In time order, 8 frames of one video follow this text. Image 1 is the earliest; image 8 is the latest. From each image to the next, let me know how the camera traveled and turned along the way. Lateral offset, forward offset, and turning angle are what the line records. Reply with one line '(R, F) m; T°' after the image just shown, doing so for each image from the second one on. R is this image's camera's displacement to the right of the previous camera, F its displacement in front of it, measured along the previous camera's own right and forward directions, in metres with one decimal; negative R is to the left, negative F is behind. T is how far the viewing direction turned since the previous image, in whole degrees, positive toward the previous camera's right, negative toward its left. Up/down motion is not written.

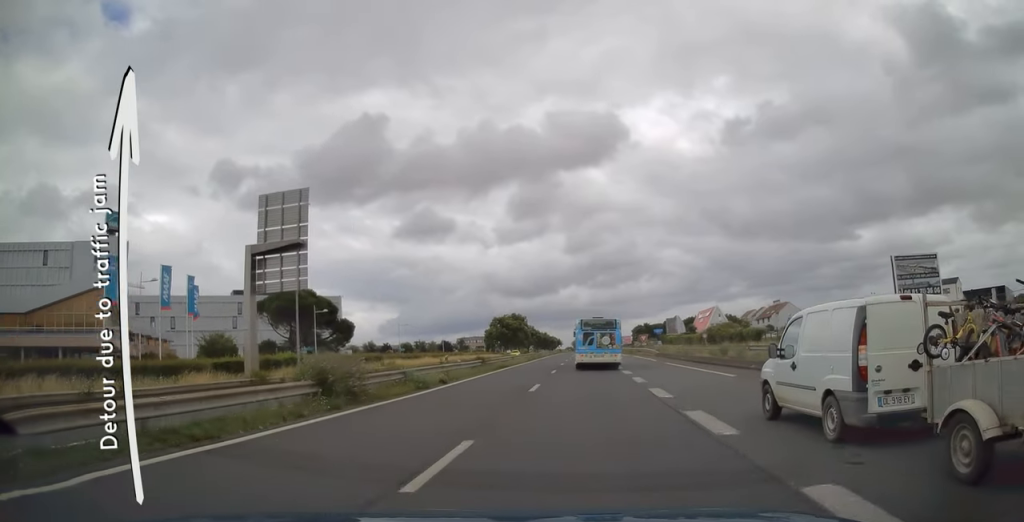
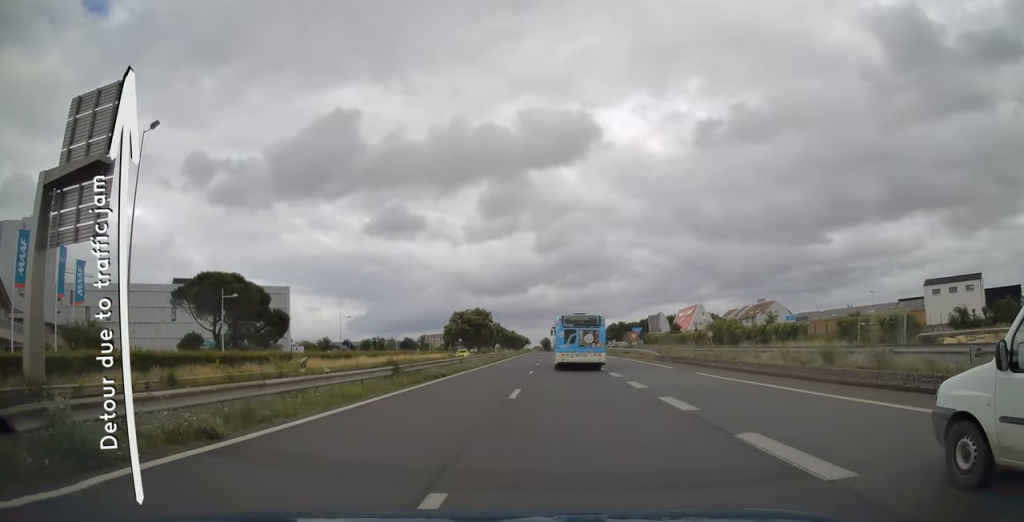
(+0.3, +16.4) m; +2°
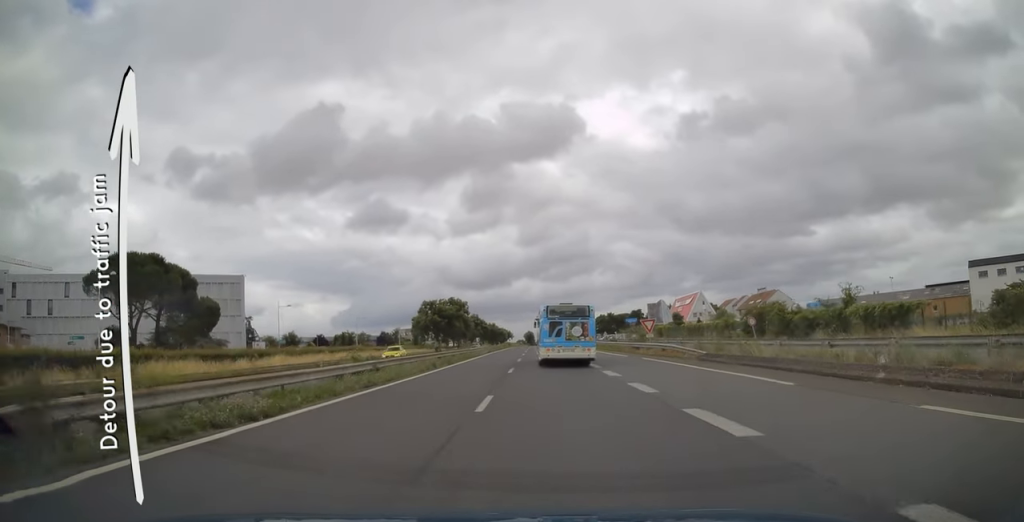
(+0.3, +17.2) m; +1°
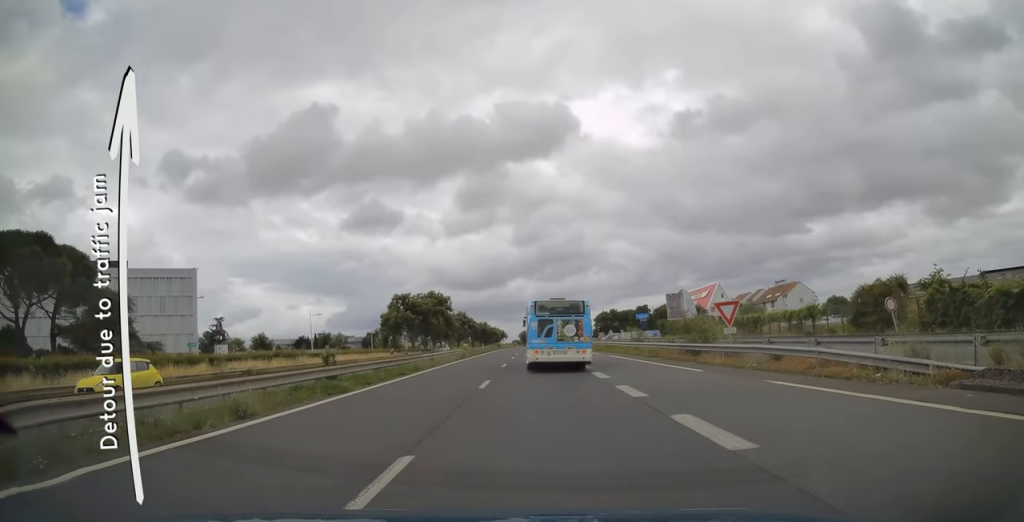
(+0.1, +20.3) m; 0°
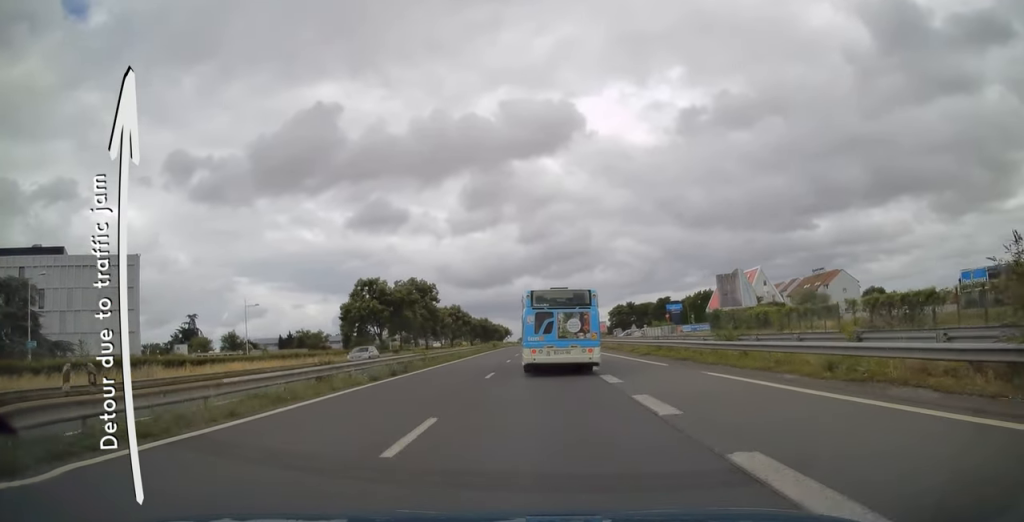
(-0.1, +23.5) m; +1°
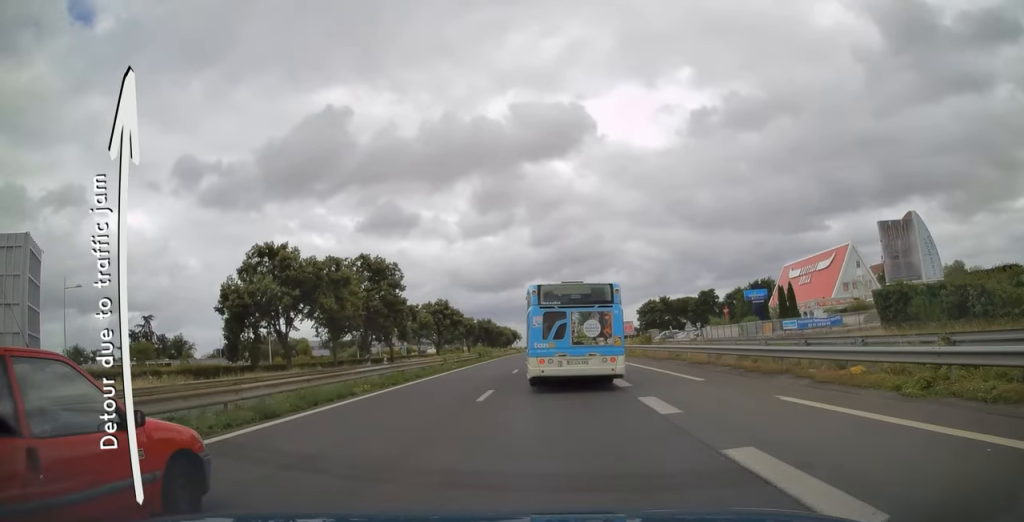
(-0.3, +32.8) m; -3°
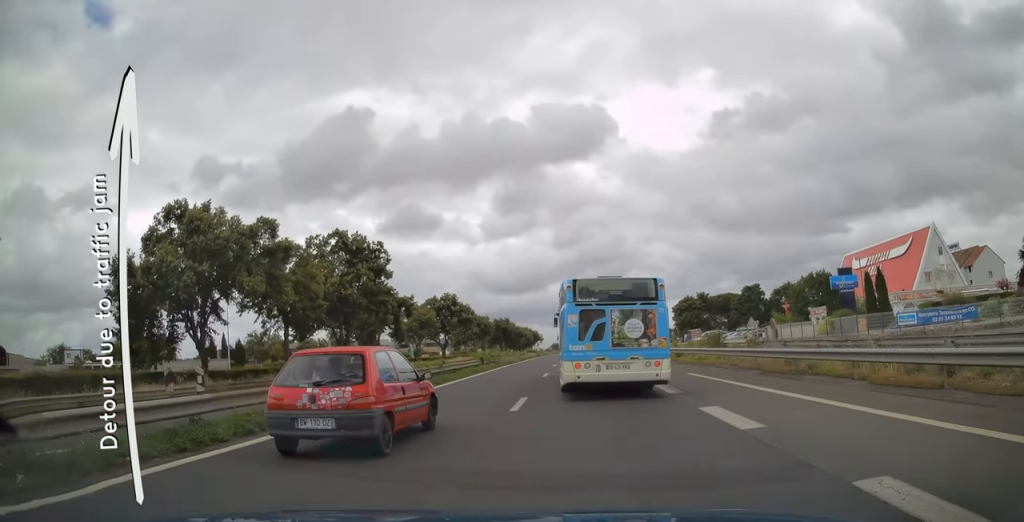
(-0.3, +15.1) m; -1°
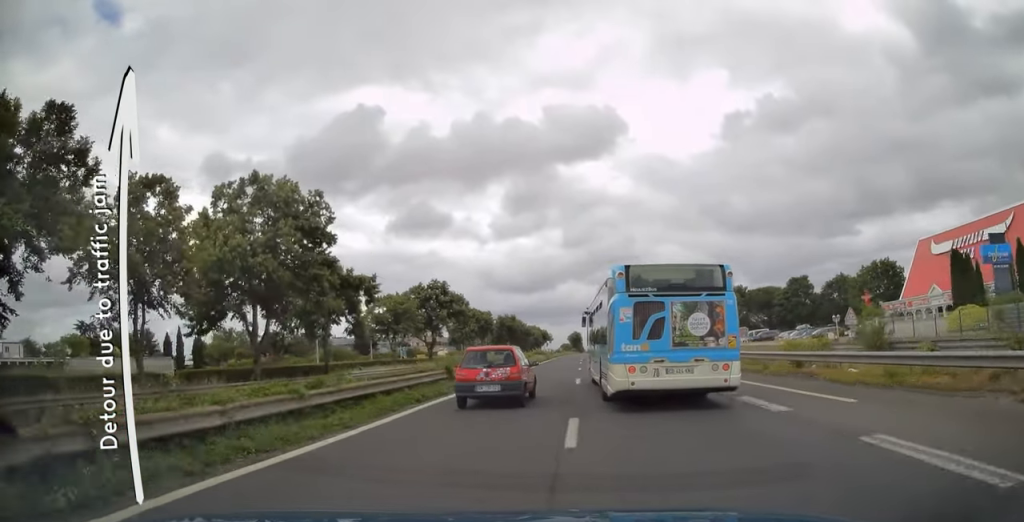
(0.0, +17.5) m; 0°
